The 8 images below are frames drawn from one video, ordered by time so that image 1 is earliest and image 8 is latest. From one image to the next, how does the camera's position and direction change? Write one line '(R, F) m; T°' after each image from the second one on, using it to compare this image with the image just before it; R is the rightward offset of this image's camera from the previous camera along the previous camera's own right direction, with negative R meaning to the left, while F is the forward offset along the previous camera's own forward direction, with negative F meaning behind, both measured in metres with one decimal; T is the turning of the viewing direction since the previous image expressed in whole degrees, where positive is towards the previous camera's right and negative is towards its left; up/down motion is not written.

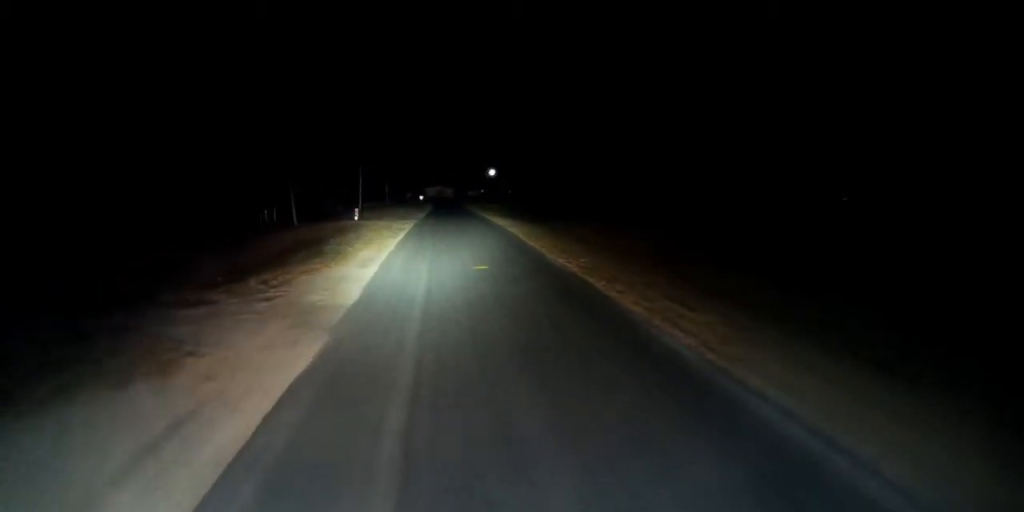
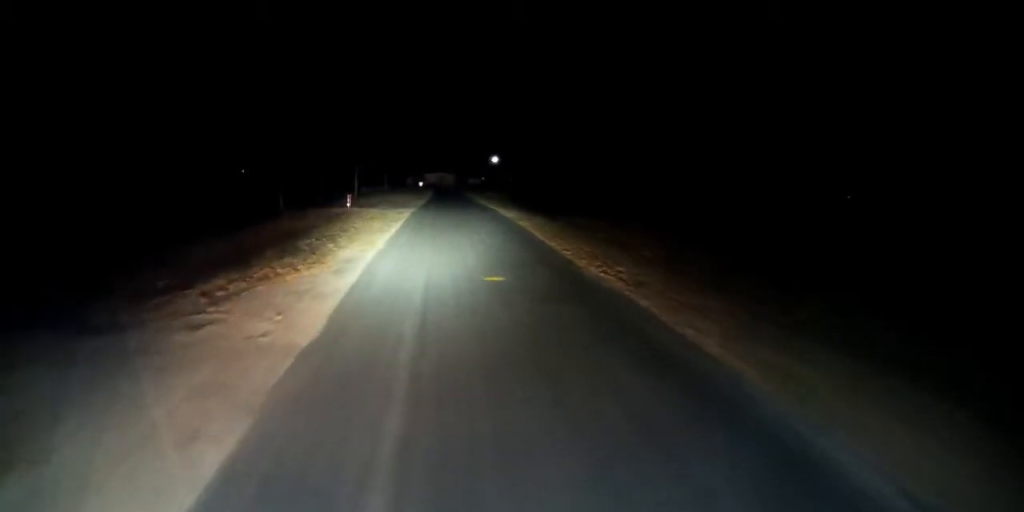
(0.0, +6.6) m; 0°
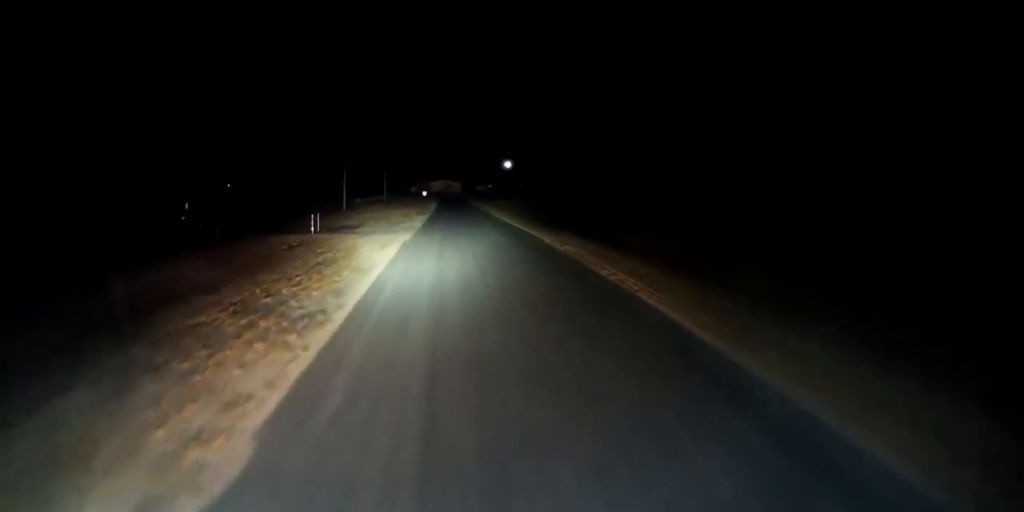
(-0.1, +22.7) m; 0°
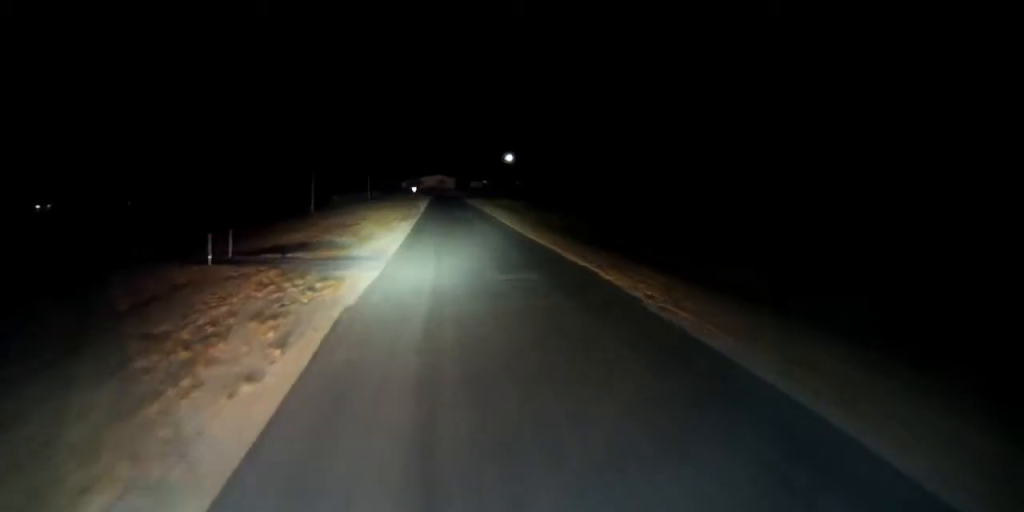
(+0.3, +19.9) m; +2°
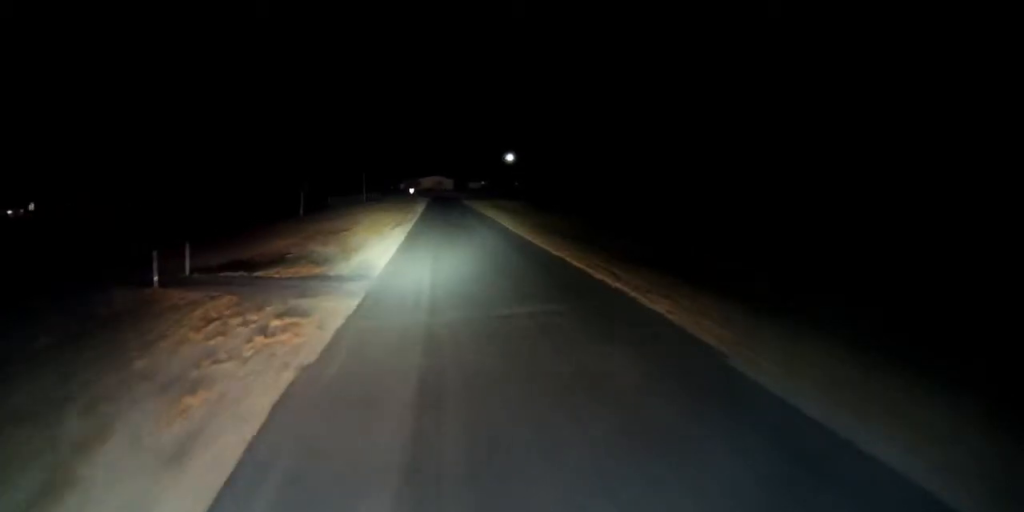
(0.0, +5.4) m; +1°
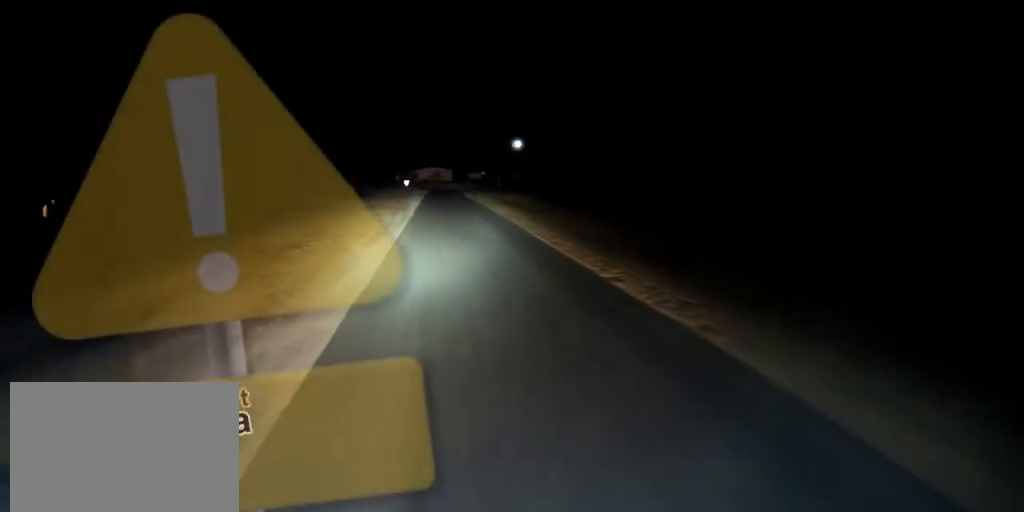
(+0.3, +16.7) m; +2°
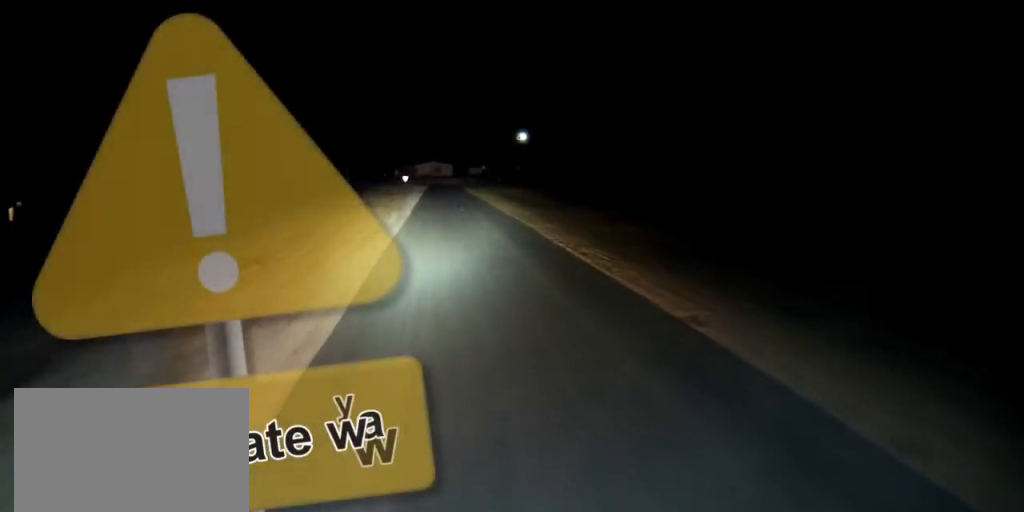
(+0.1, +7.0) m; +1°
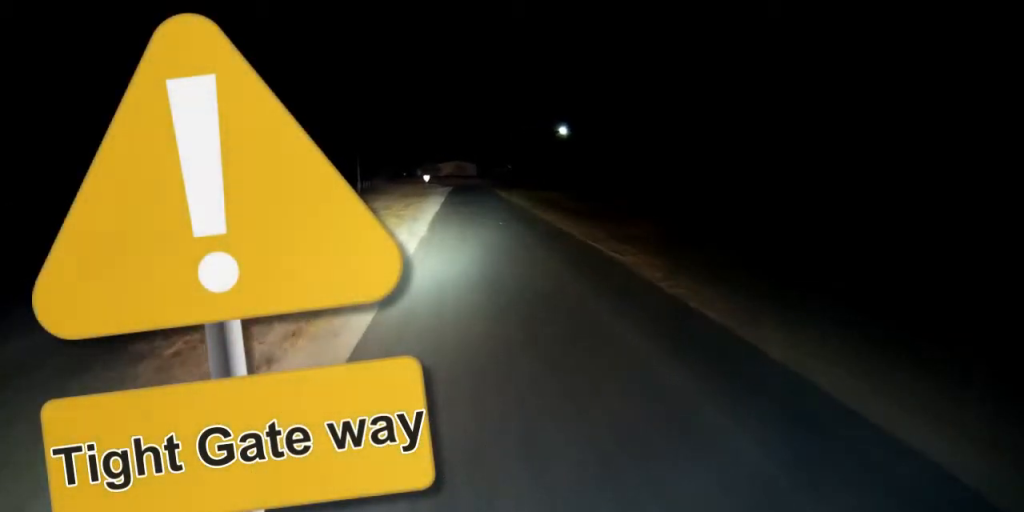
(0.0, +15.5) m; -1°
